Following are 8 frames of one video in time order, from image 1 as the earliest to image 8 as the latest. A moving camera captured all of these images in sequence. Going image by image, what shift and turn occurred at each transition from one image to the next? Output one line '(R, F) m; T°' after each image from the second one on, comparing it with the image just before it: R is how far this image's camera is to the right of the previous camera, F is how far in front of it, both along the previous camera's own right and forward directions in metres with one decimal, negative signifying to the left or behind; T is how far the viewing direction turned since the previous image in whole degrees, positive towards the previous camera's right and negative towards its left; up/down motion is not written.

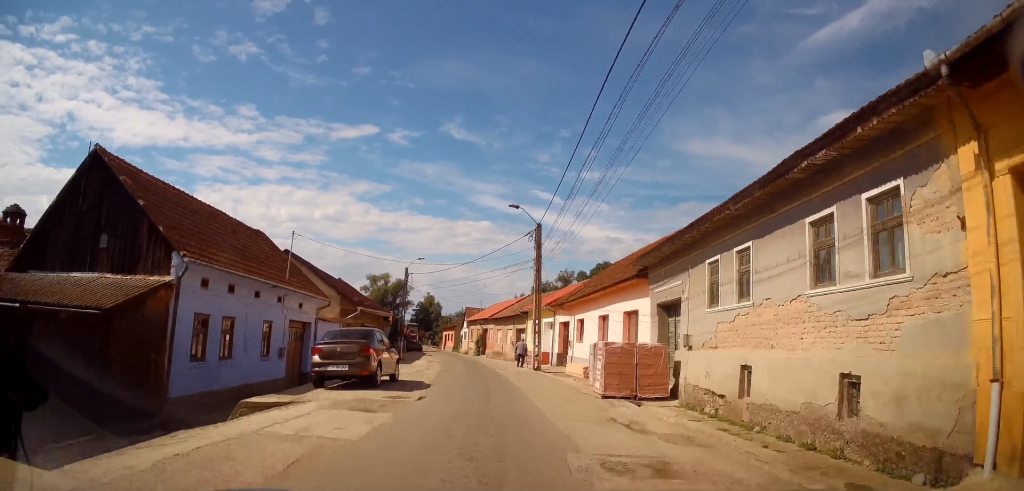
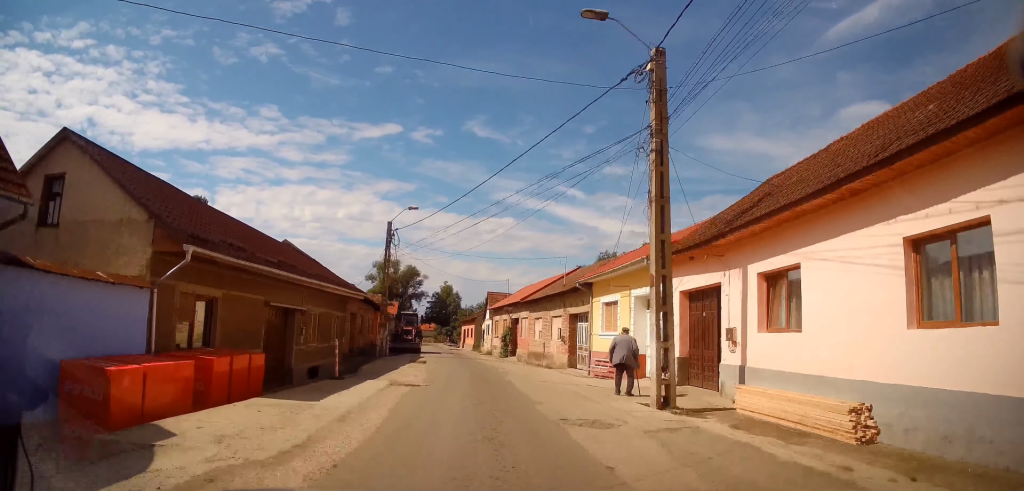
(+0.4, +18.7) m; 0°
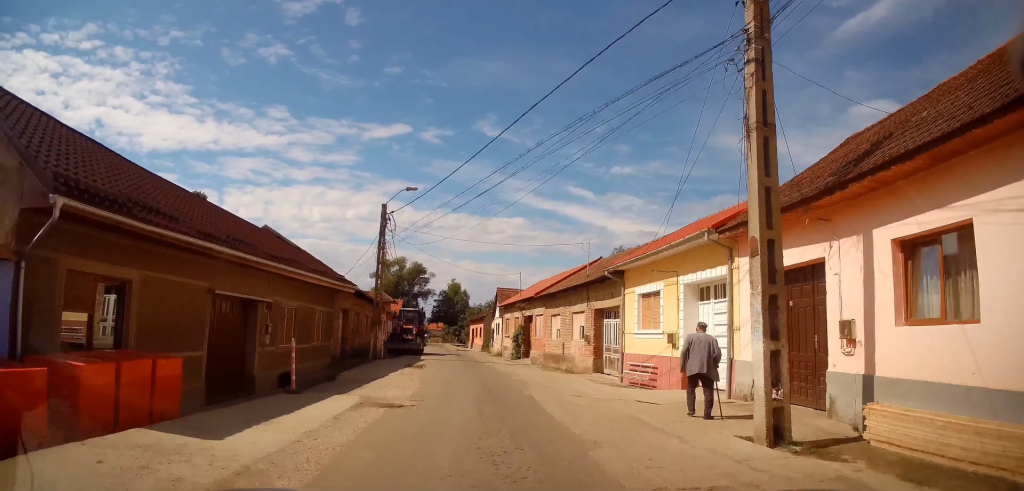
(0.0, +4.2) m; -1°
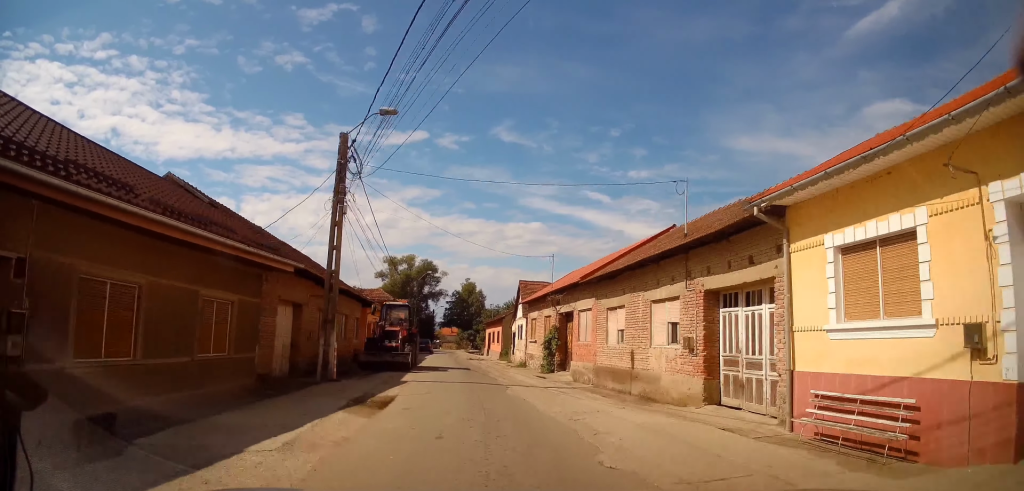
(-0.3, +10.7) m; -3°
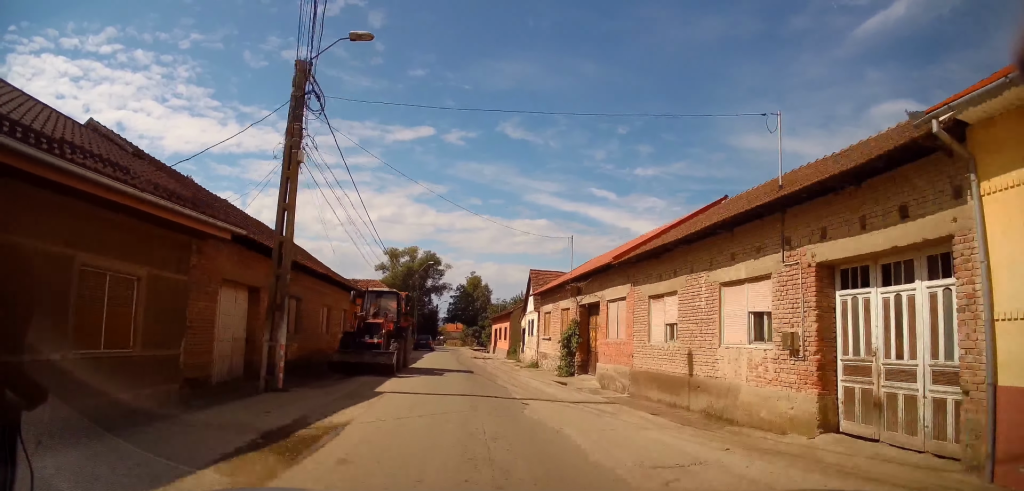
(-0.1, +4.6) m; -2°
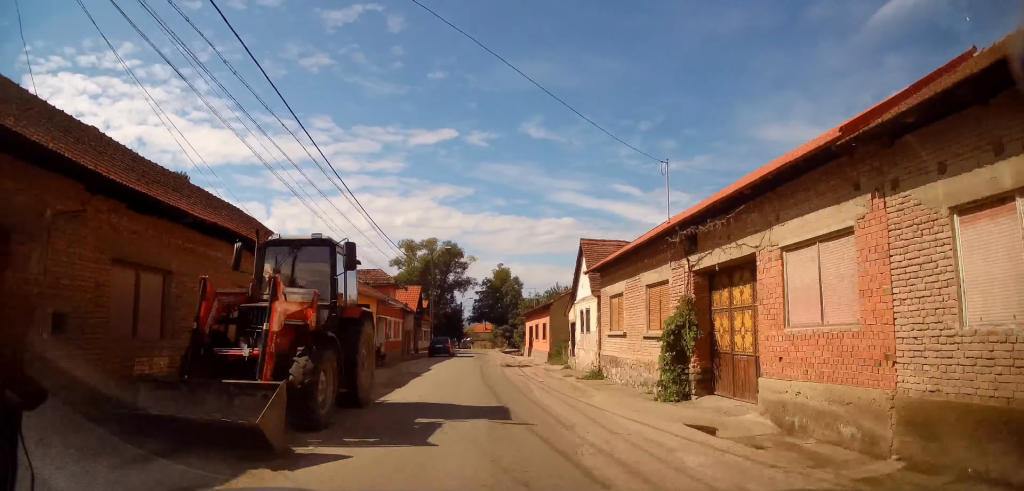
(-0.4, +11.0) m; -4°
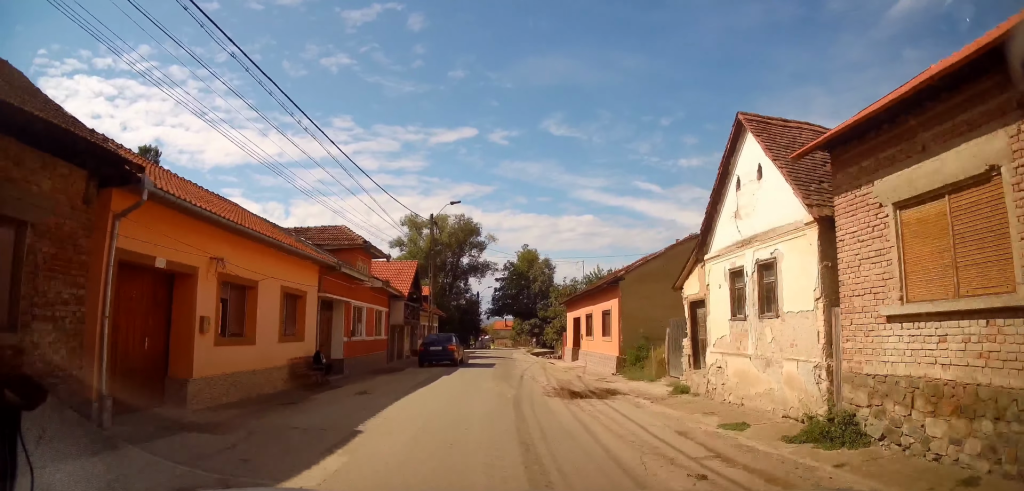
(-0.6, +14.9) m; -1°
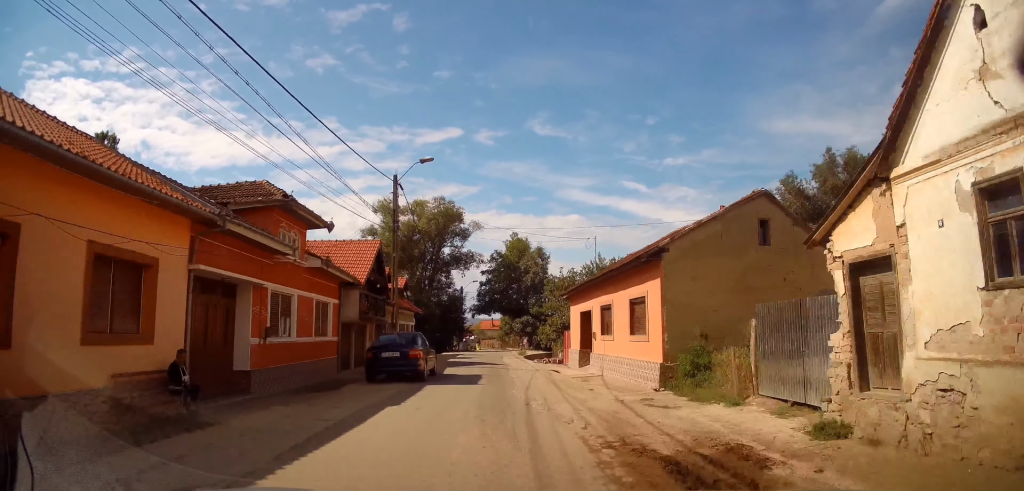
(+0.2, +7.4) m; +1°
